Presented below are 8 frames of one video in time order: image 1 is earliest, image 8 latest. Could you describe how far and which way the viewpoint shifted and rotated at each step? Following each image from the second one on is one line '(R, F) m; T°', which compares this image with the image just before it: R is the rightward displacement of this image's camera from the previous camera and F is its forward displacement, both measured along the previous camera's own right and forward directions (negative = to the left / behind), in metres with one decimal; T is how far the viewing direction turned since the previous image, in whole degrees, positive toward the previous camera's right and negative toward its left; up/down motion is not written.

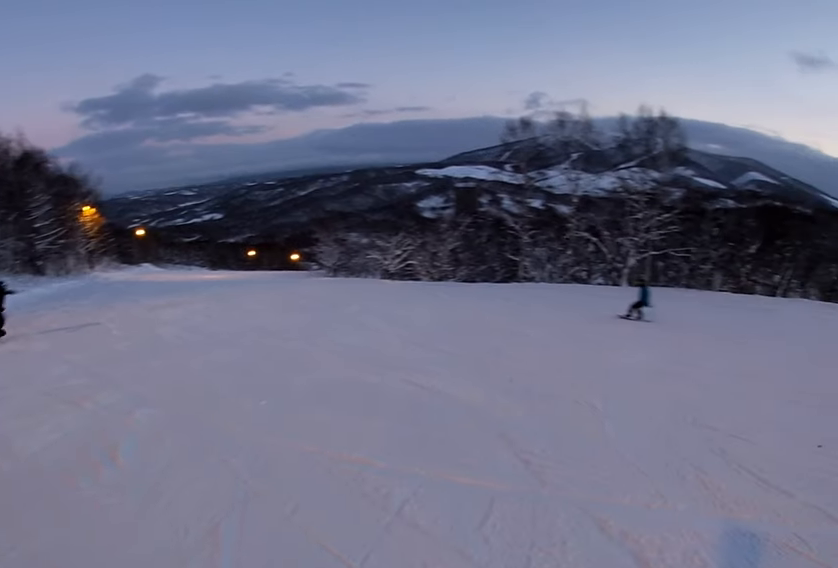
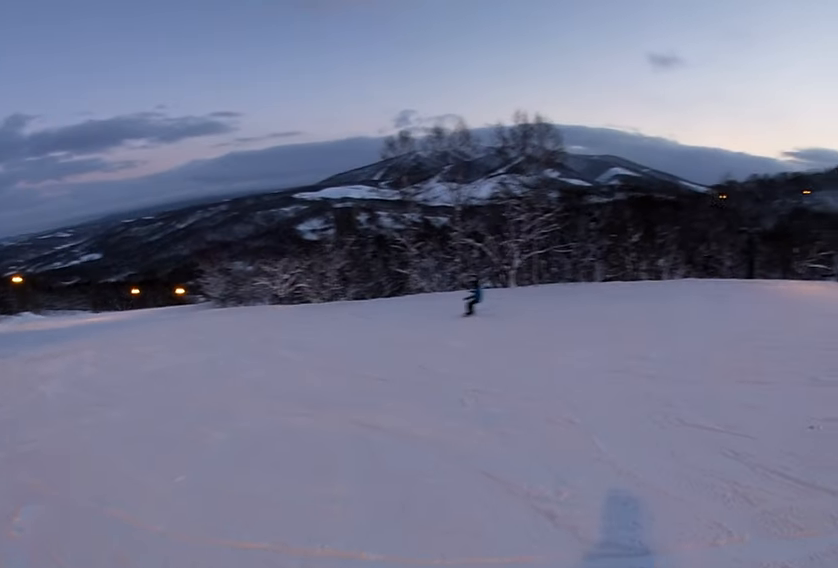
(-0.2, +1.9) m; +6°
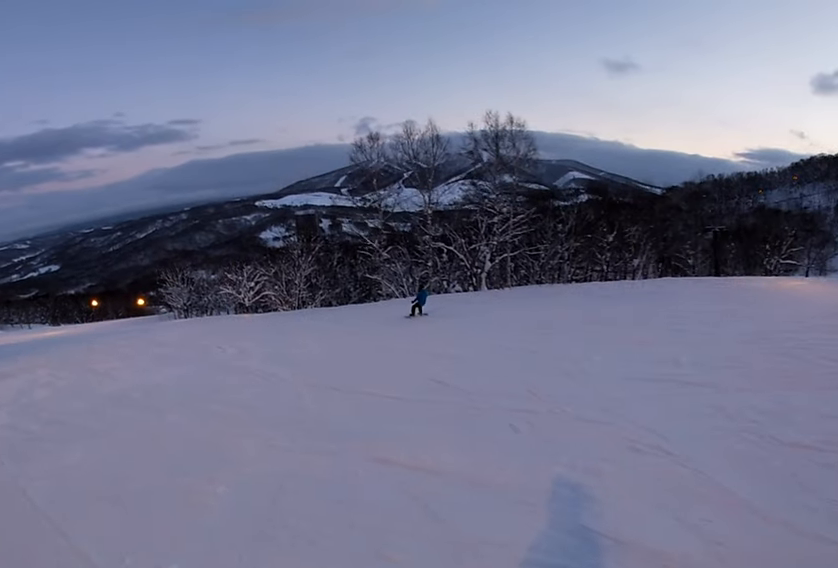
(+0.2, +2.0) m; +9°
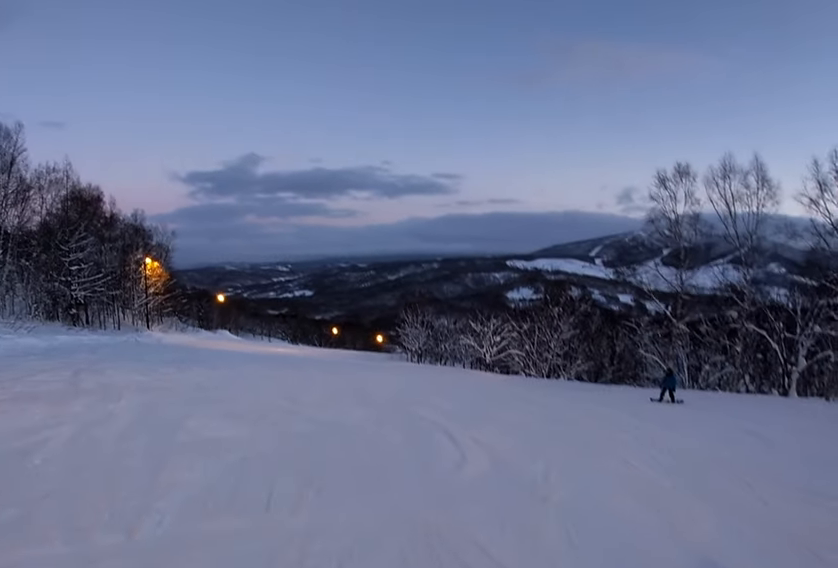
(+0.8, +8.4) m; -15°
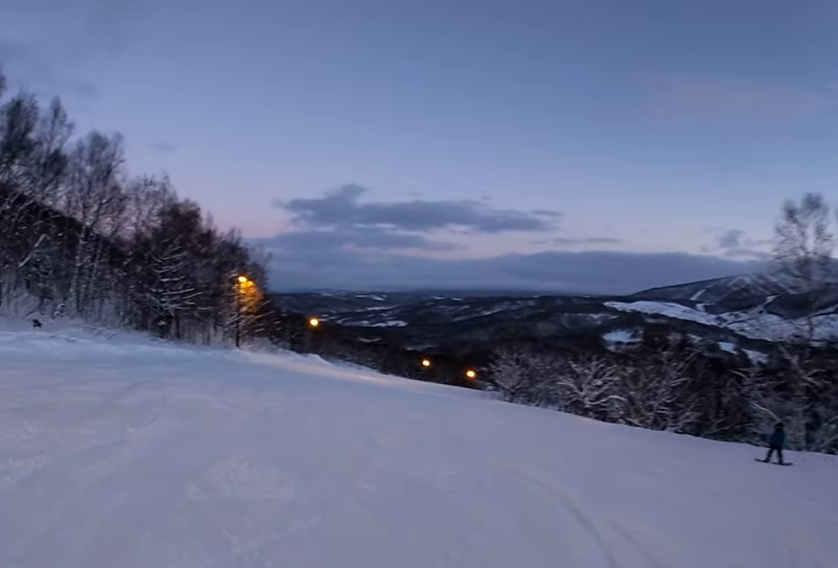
(-0.4, +2.1) m; -12°
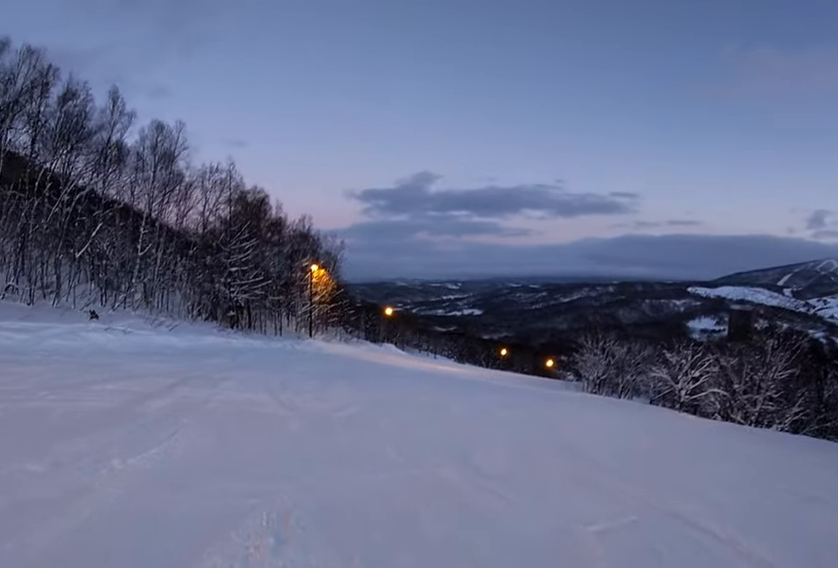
(-0.1, +2.6) m; -2°
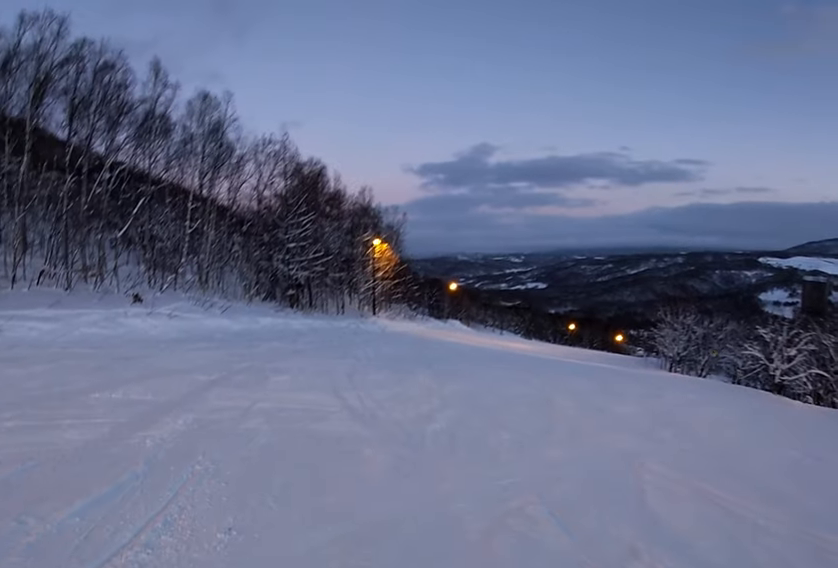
(-0.1, +3.4) m; 0°
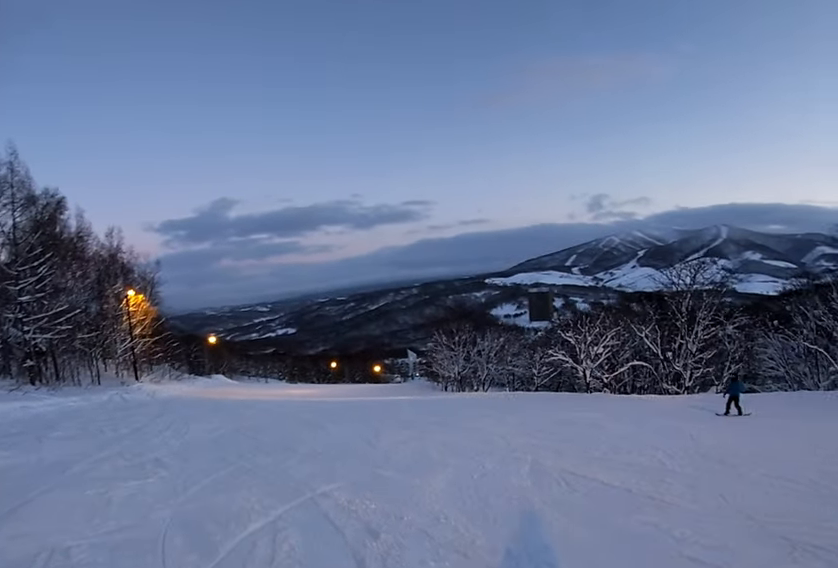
(+1.3, +10.2) m; +22°
